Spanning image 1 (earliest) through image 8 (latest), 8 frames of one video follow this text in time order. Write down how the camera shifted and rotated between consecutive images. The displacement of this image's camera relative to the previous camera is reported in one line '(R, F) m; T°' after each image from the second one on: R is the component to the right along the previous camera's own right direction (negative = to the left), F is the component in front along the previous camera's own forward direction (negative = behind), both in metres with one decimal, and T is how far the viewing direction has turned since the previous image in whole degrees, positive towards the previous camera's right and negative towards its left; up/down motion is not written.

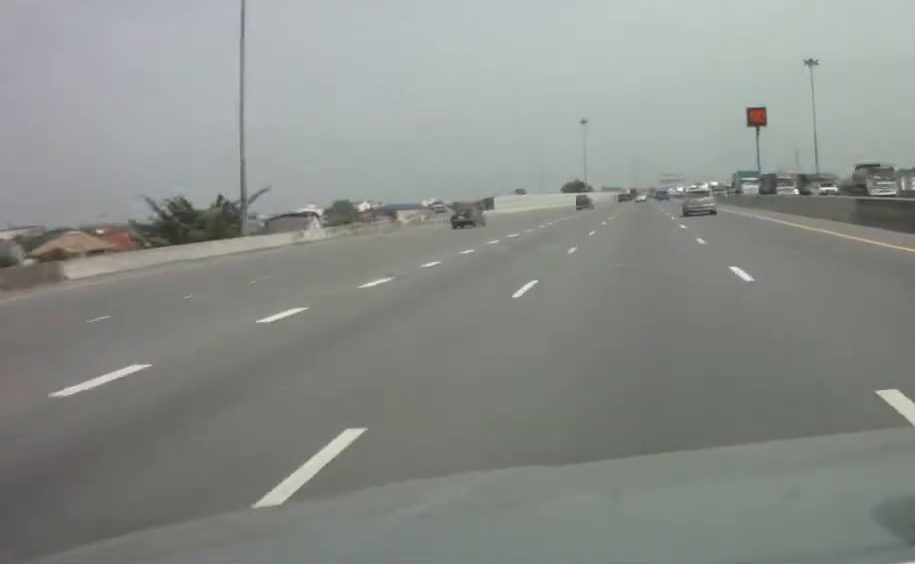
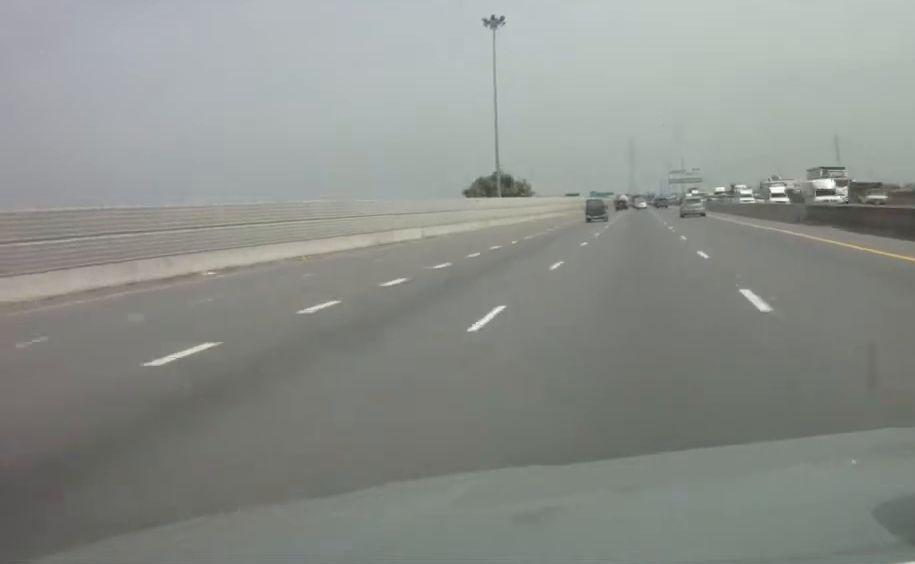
(+0.1, +170.1) m; 0°
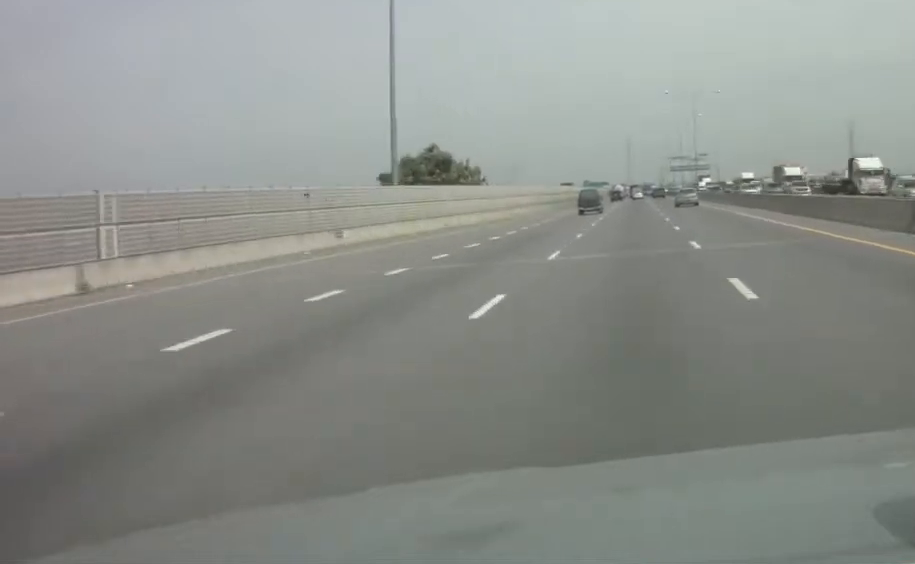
(+0.2, +47.3) m; 0°
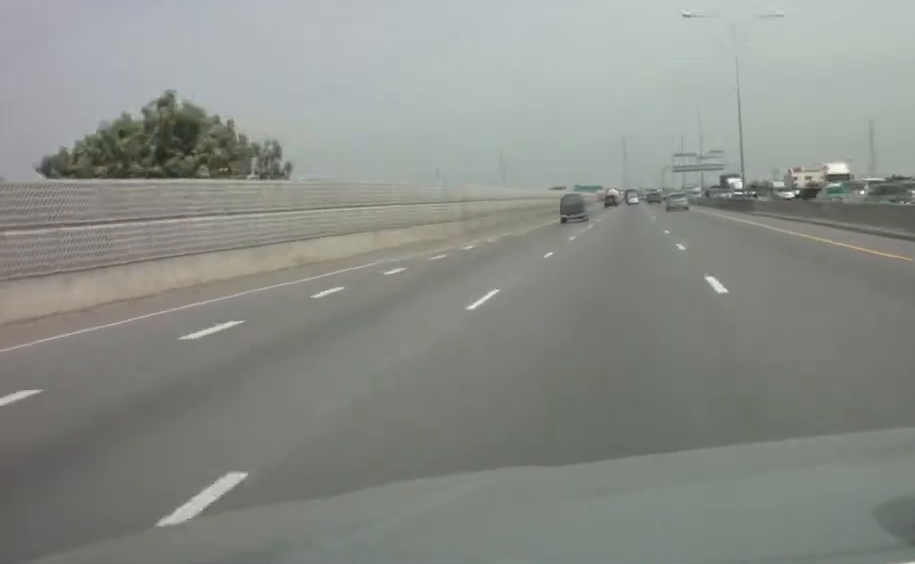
(-0.1, +59.0) m; 0°
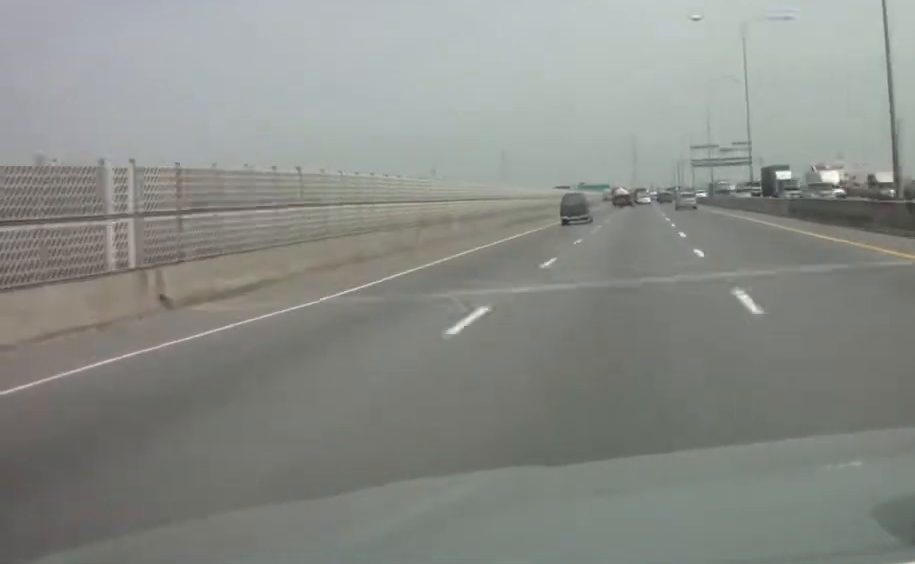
(-0.1, +38.6) m; 0°
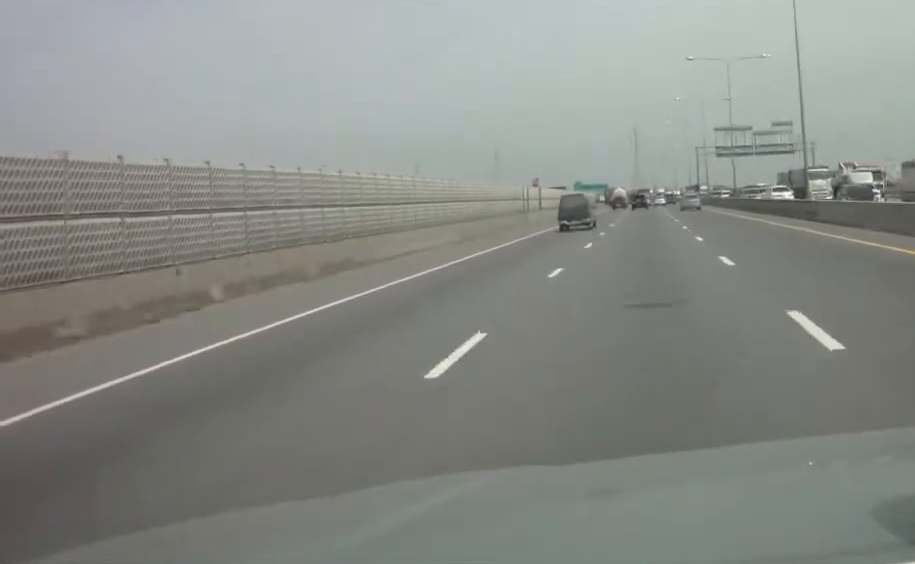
(+0.1, +60.7) m; 0°
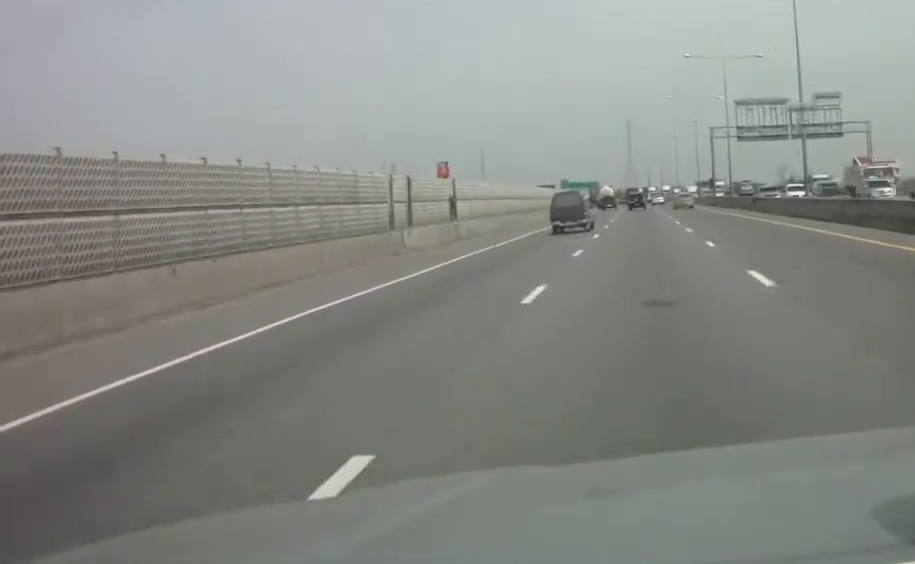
(-0.2, +40.6) m; 0°
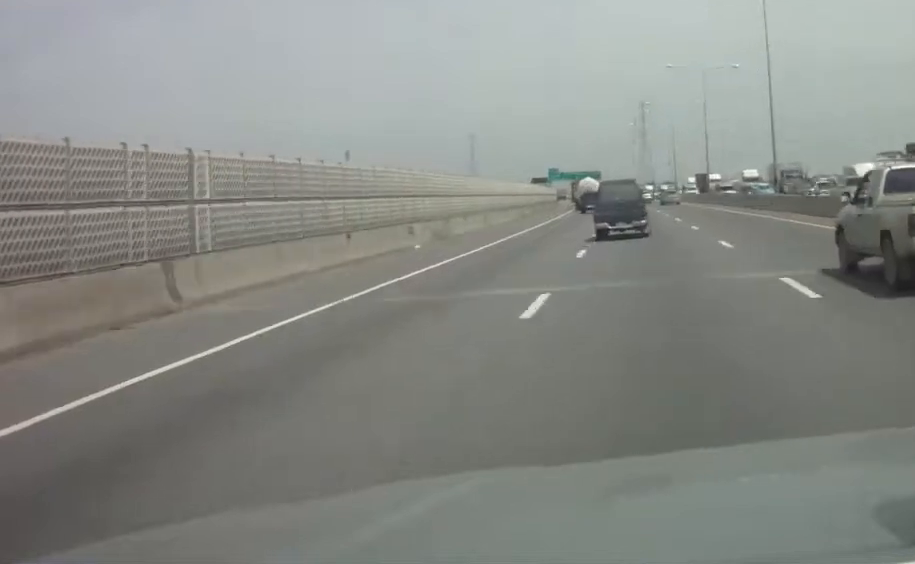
(-0.5, +109.5) m; -1°
